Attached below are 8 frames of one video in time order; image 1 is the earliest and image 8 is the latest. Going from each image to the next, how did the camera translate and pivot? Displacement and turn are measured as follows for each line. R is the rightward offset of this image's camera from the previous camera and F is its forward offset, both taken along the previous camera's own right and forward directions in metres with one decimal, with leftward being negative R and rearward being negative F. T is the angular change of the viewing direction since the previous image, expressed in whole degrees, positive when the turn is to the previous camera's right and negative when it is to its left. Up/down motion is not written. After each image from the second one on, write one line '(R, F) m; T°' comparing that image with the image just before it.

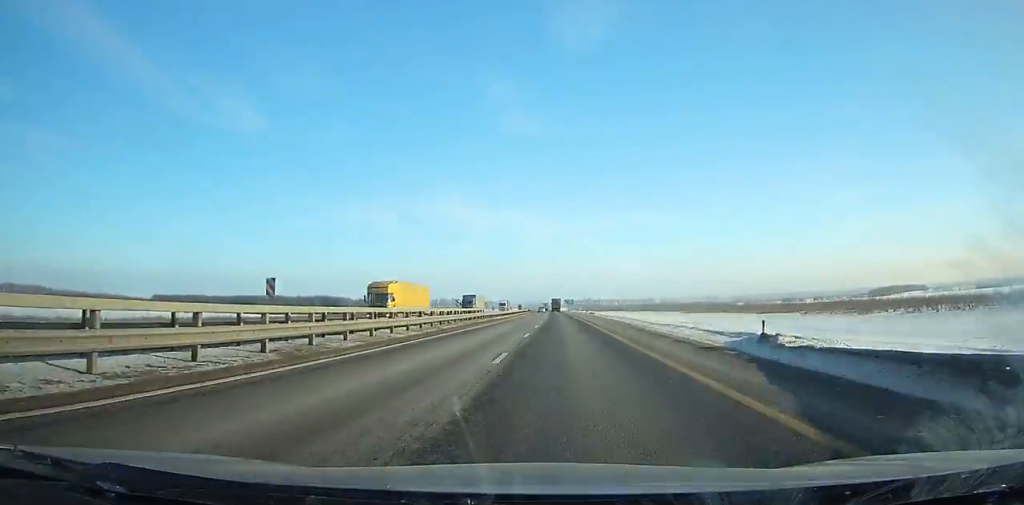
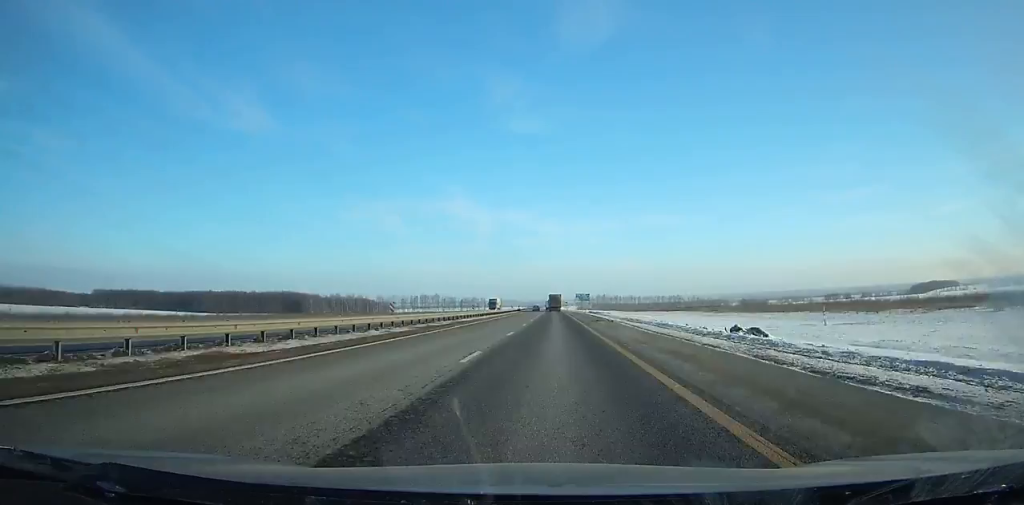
(-1.3, +128.0) m; -1°
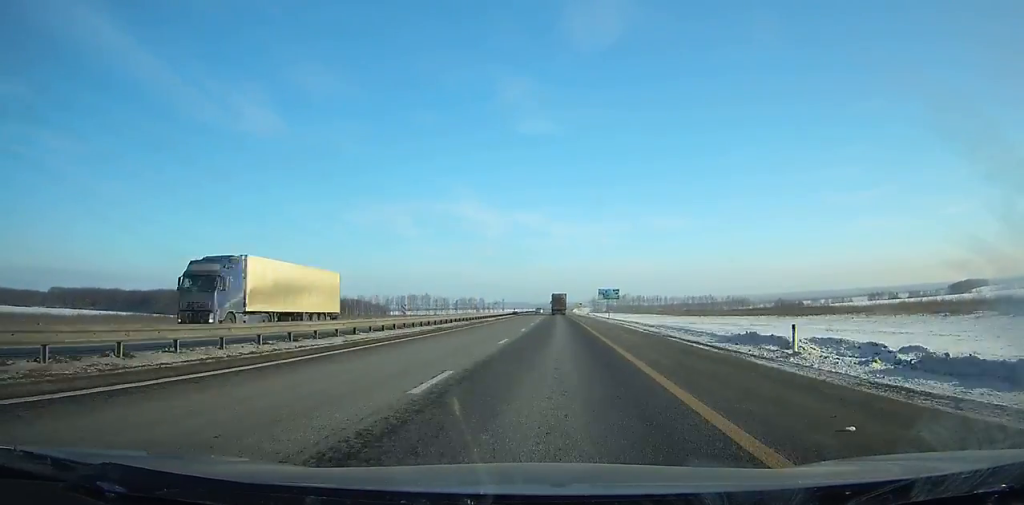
(-0.6, +87.5) m; -1°
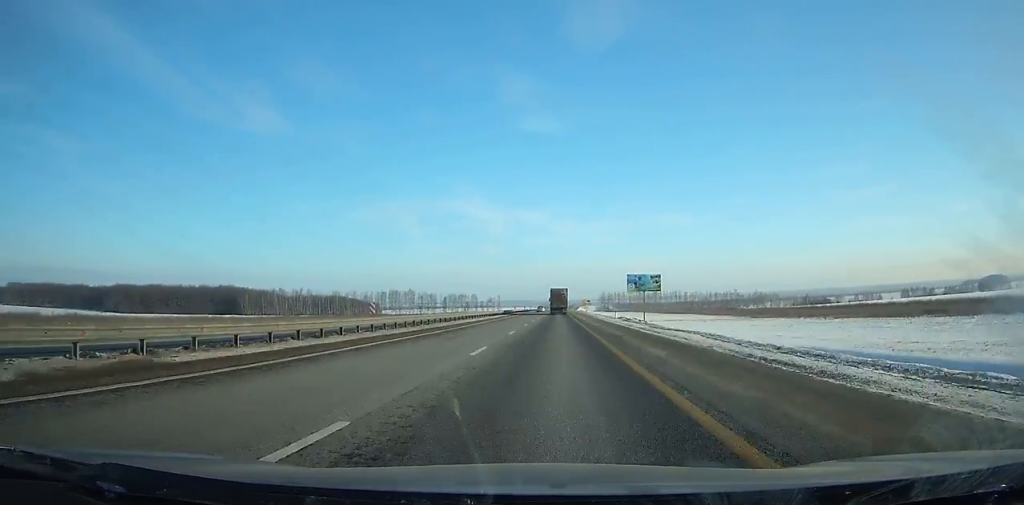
(0.0, +64.4) m; -1°
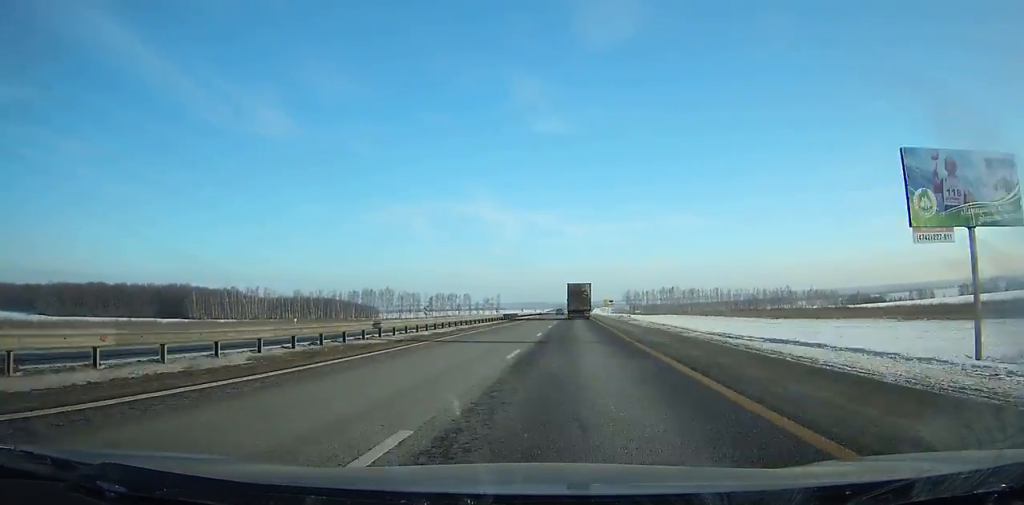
(-1.1, +83.5) m; -1°
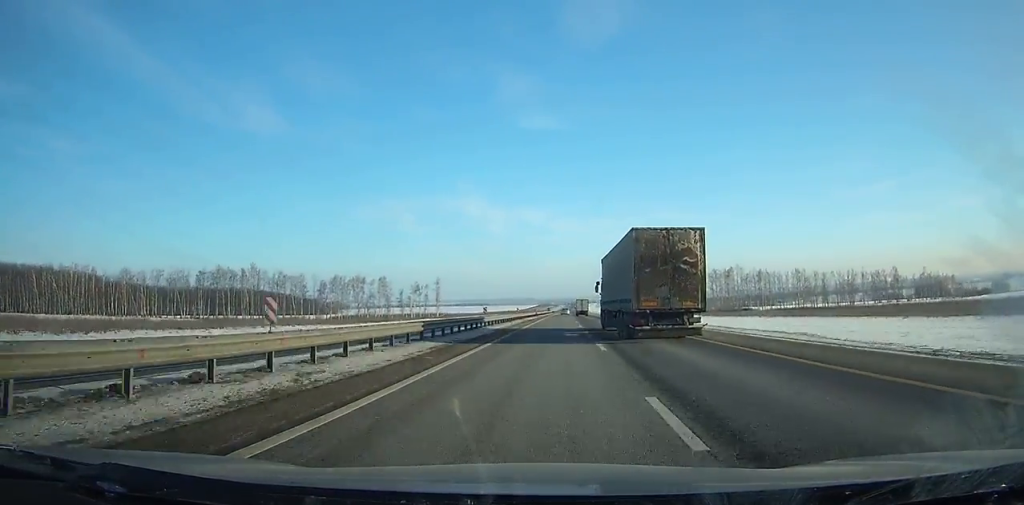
(+0.5, +138.2) m; +1°
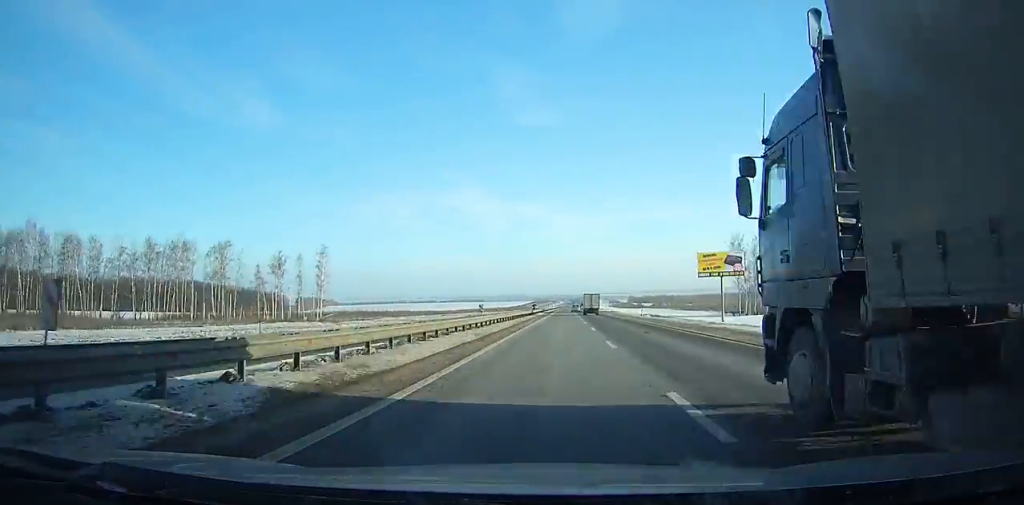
(+1.0, +93.6) m; +1°
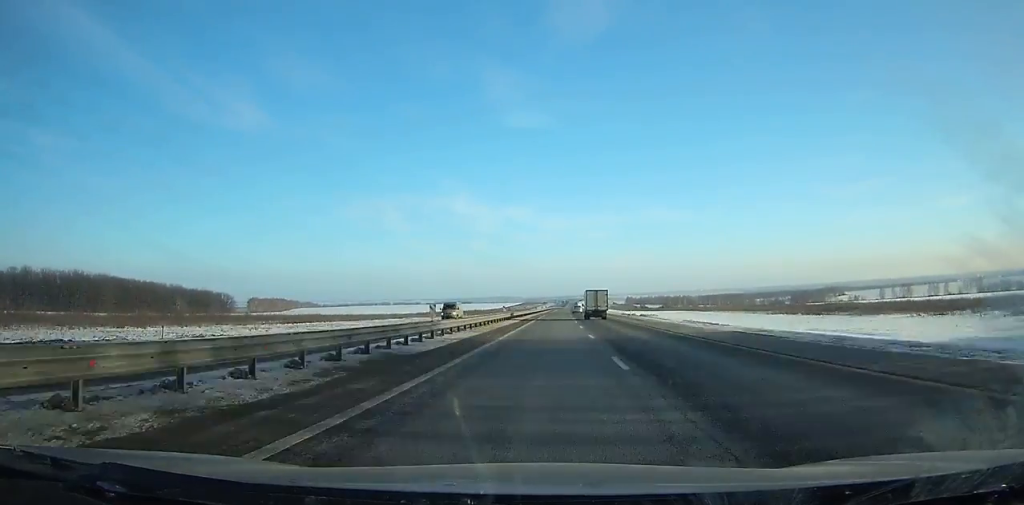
(+0.6, +100.5) m; +1°
